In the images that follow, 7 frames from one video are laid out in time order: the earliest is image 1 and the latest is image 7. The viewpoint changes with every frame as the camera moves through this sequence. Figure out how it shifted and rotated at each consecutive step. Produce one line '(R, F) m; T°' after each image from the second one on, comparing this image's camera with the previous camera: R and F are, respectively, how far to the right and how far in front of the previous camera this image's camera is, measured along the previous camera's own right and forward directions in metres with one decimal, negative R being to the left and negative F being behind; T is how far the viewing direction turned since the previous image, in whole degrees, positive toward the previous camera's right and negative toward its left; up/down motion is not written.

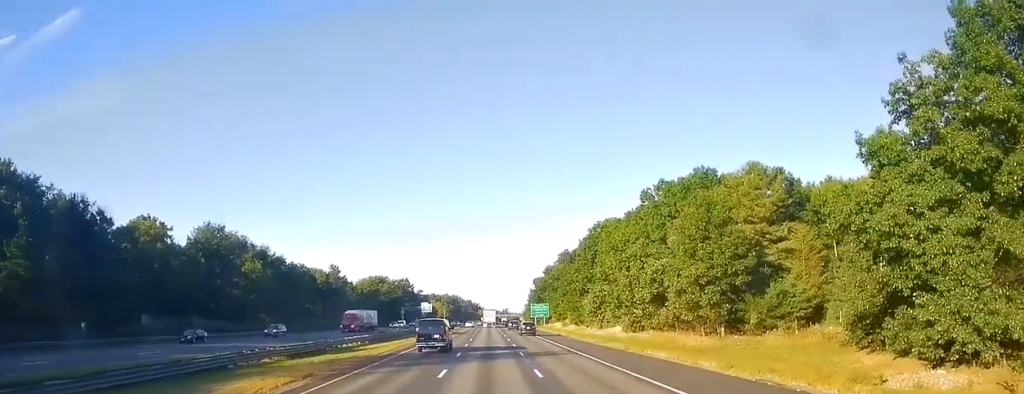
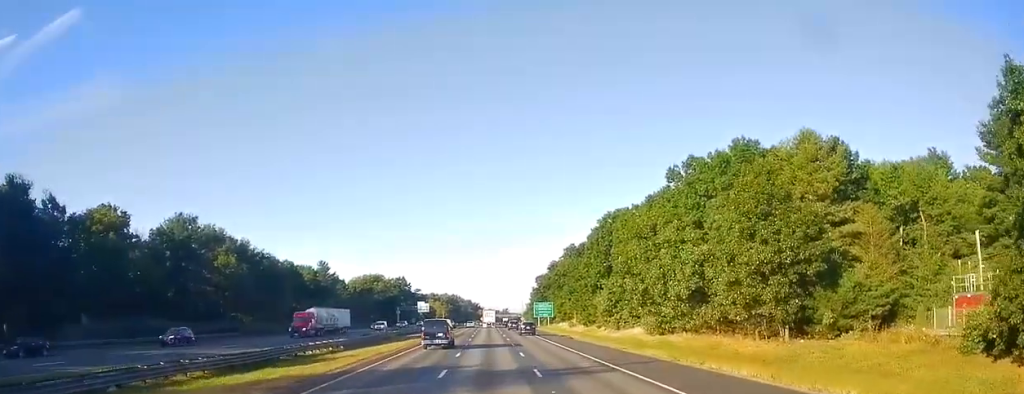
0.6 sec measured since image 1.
(-0.1, +11.8) m; 0°
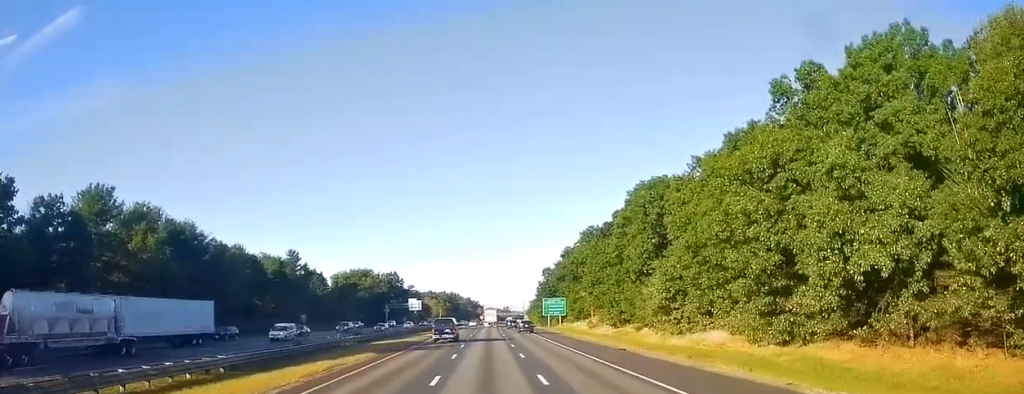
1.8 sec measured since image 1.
(+0.2, +26.4) m; +1°
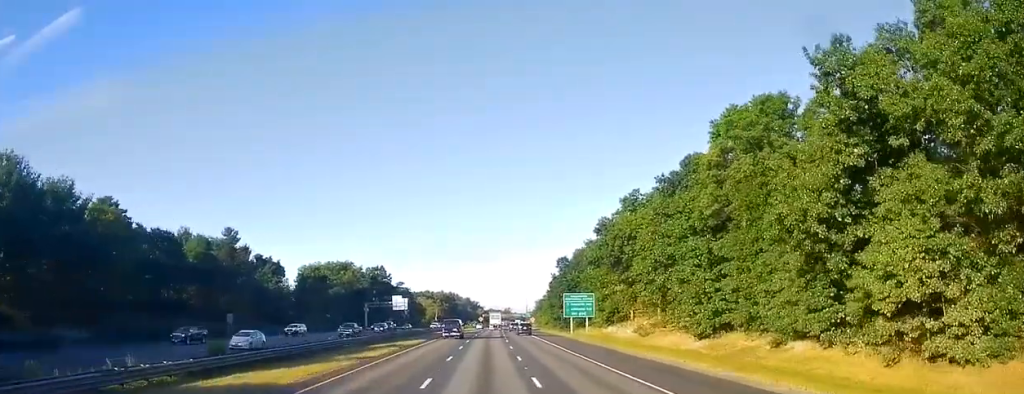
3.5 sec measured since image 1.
(+0.3, +36.2) m; 0°
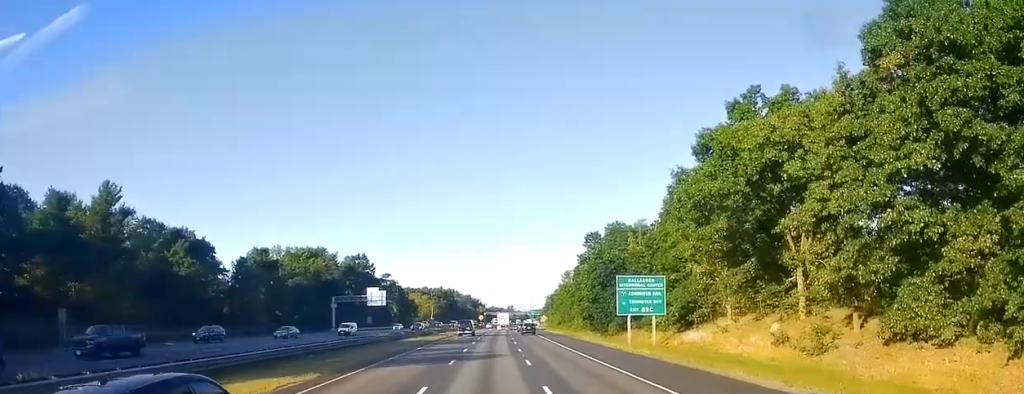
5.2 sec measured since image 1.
(-0.6, +38.7) m; 0°
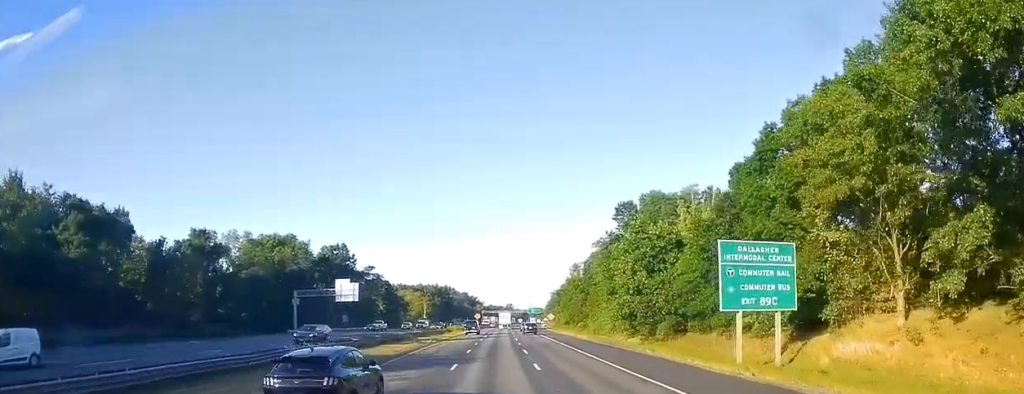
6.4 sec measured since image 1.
(+0.7, +26.3) m; +1°
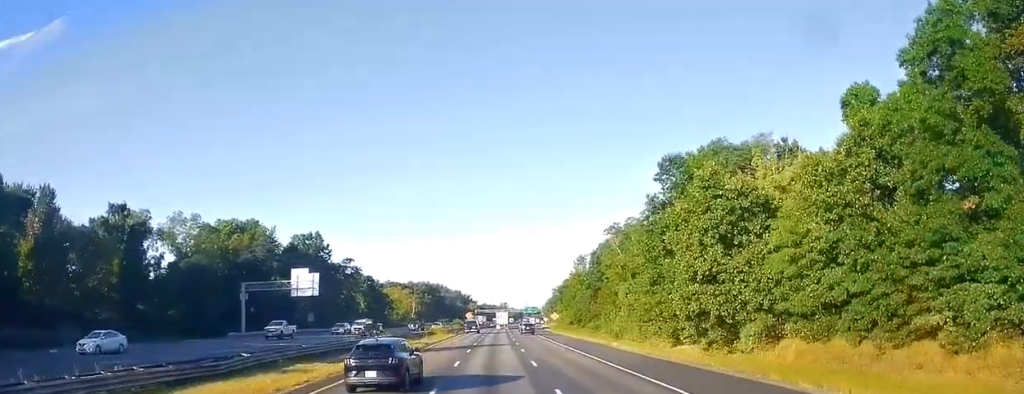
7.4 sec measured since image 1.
(-0.5, +22.3) m; 0°
